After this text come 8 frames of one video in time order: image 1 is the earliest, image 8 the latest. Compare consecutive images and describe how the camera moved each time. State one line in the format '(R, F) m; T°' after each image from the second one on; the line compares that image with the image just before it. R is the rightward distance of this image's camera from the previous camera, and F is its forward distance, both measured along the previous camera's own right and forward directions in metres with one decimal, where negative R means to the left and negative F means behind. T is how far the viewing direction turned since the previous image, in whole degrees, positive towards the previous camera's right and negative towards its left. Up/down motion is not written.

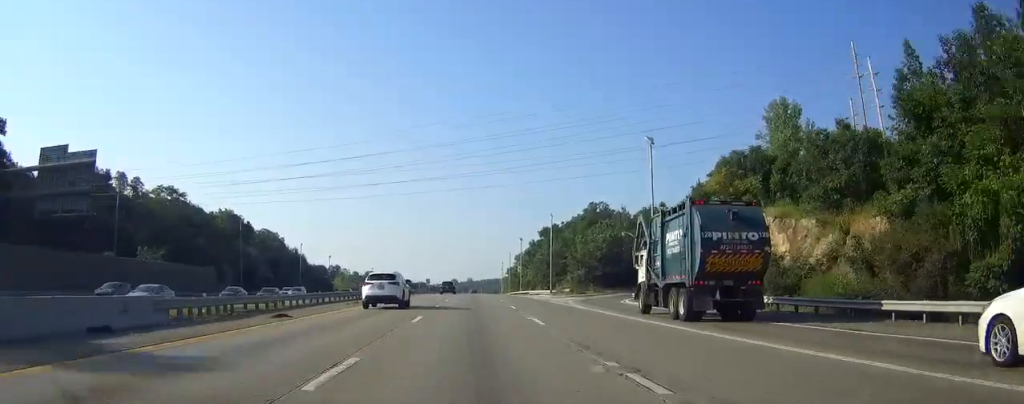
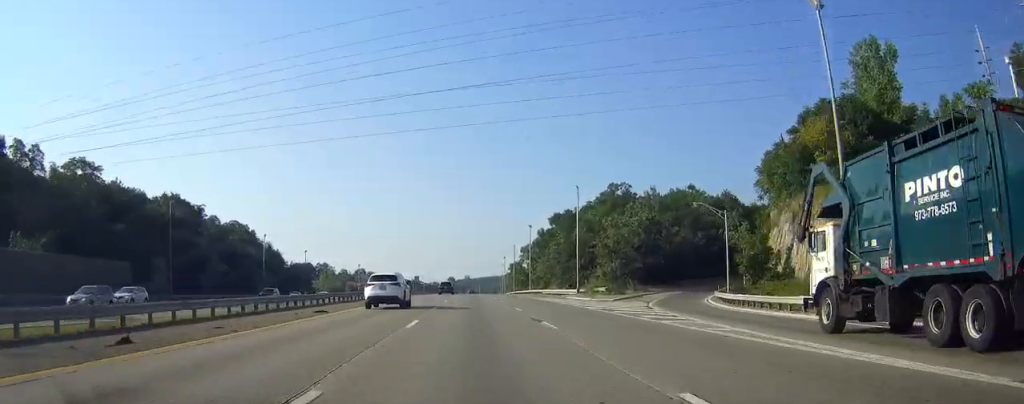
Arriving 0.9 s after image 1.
(-0.2, +28.4) m; 0°
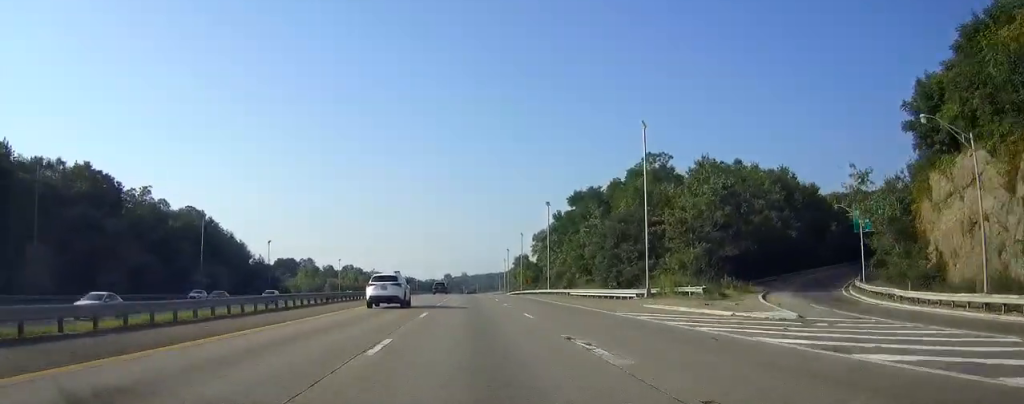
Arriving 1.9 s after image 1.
(+0.1, +31.8) m; 0°
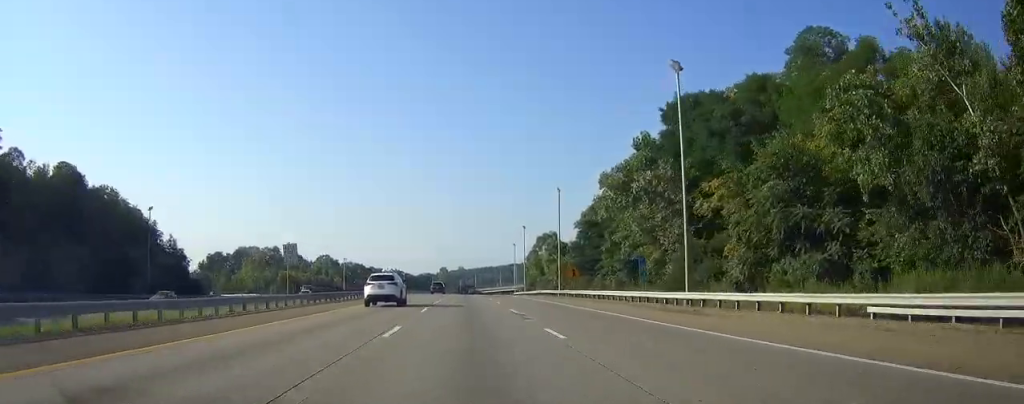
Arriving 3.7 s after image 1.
(+0.3, +59.4) m; +1°
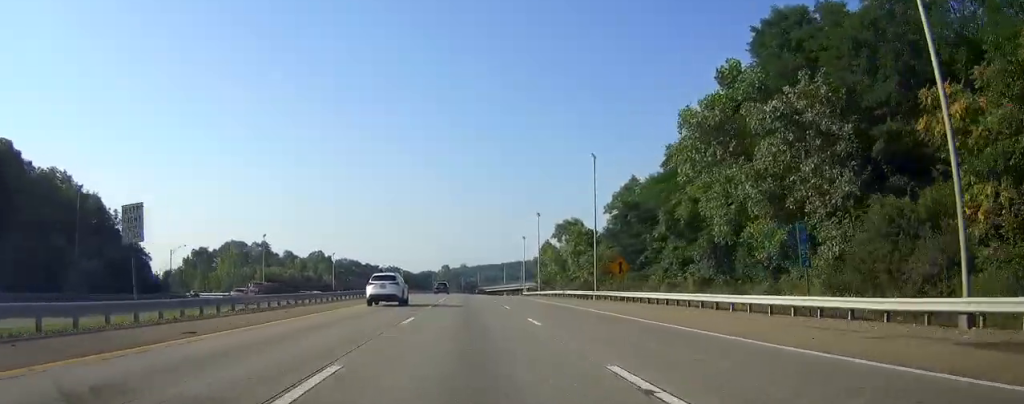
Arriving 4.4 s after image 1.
(0.0, +20.8) m; 0°
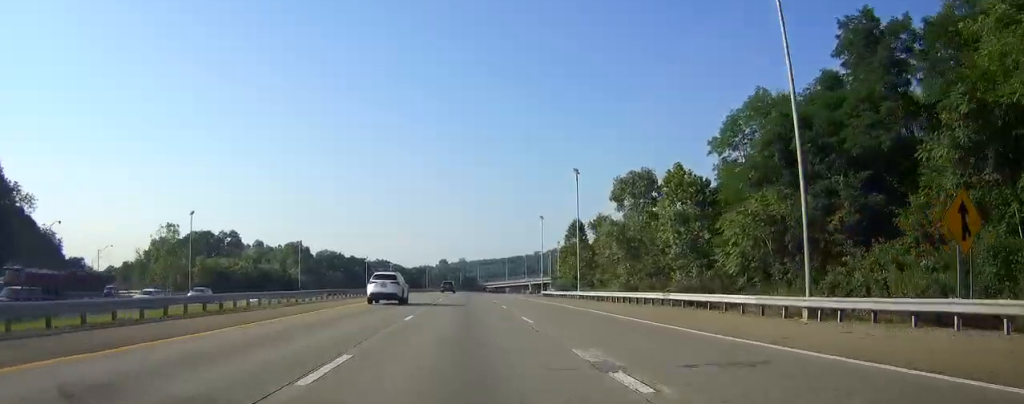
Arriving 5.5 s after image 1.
(+0.1, +37.6) m; 0°
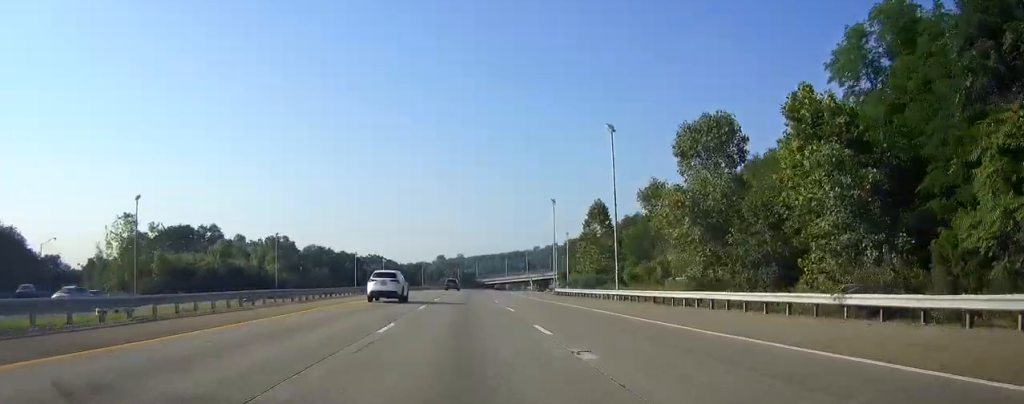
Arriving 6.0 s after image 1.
(0.0, +17.8) m; 0°
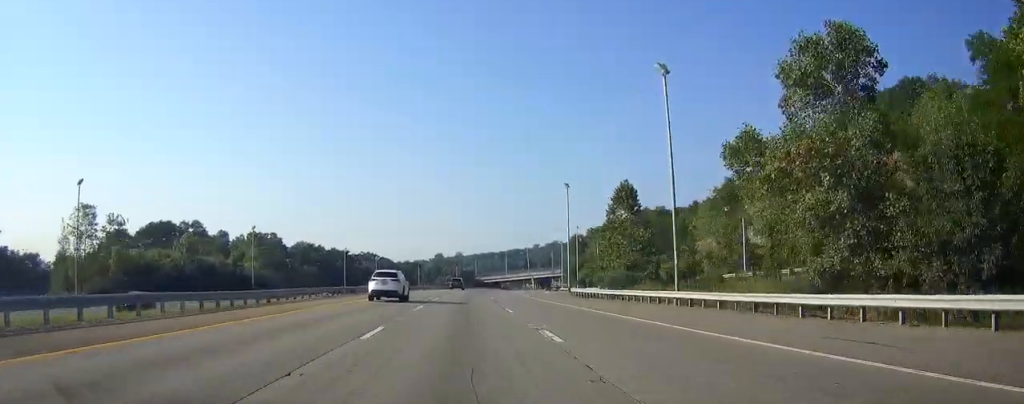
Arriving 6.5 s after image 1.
(0.0, +14.5) m; 0°
